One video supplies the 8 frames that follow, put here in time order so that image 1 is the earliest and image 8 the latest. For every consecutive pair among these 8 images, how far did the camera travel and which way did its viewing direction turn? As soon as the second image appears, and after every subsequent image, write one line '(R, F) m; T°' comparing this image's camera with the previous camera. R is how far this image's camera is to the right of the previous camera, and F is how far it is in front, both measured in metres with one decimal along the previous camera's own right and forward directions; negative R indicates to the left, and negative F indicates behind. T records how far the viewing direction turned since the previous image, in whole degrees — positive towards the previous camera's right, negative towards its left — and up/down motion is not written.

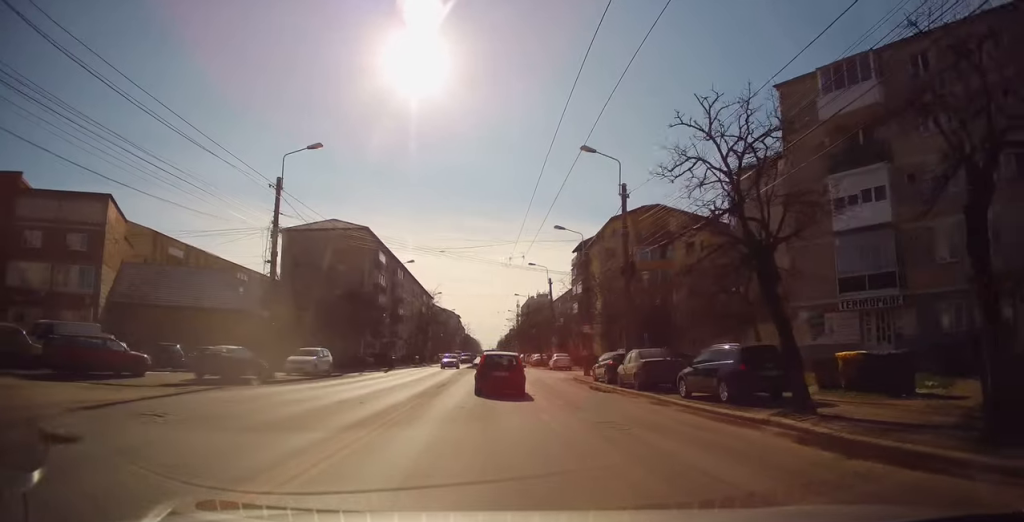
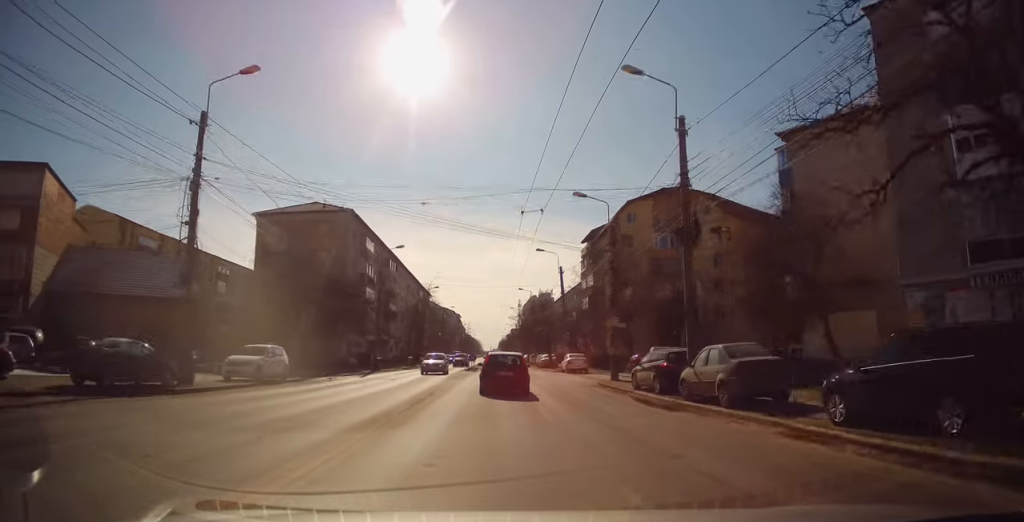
(0.0, +7.7) m; +1°
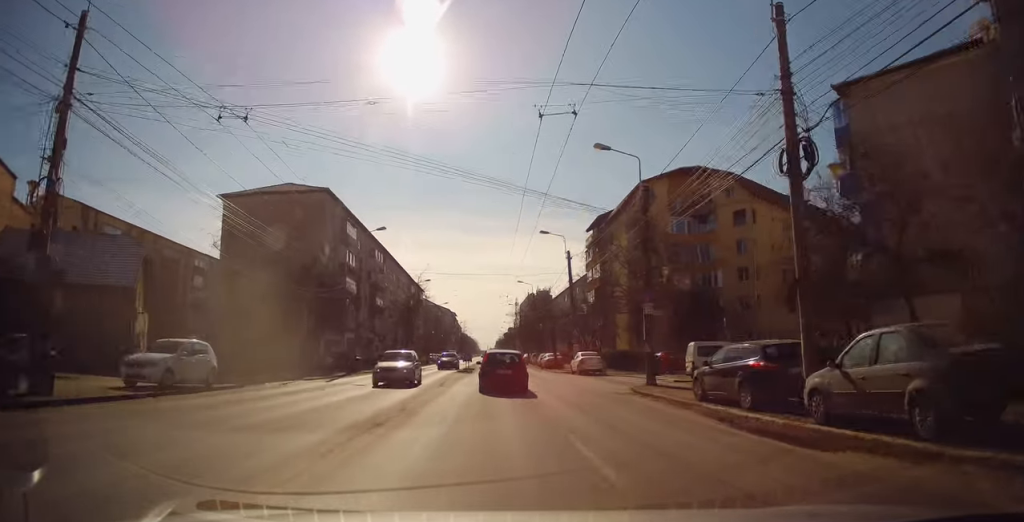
(+0.3, +7.0) m; 0°
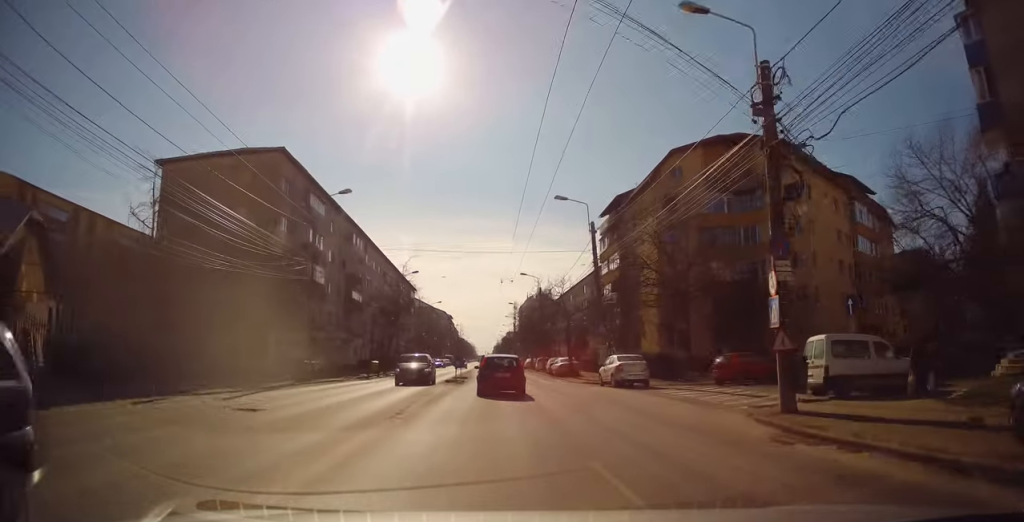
(-0.2, +10.5) m; -1°
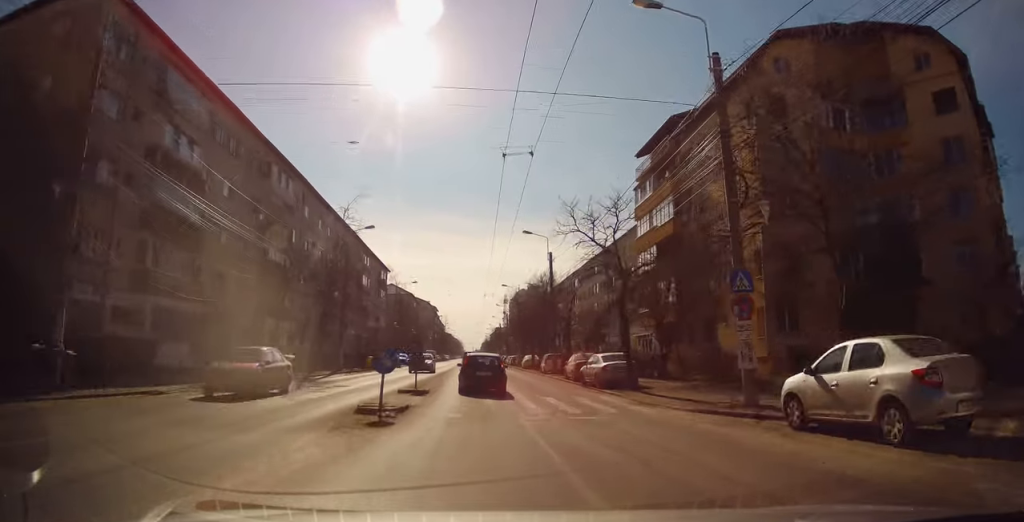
(0.0, +18.7) m; +1°
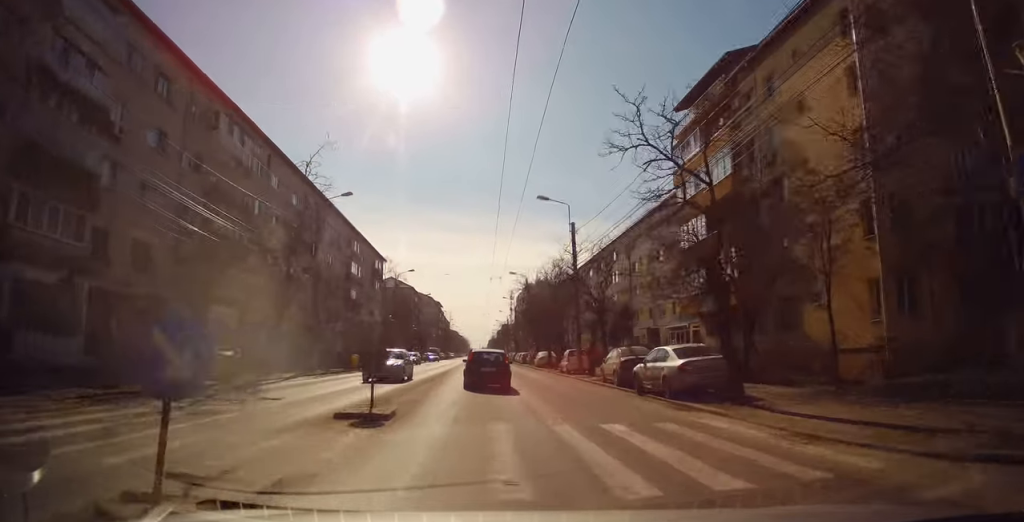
(+0.2, +8.3) m; 0°
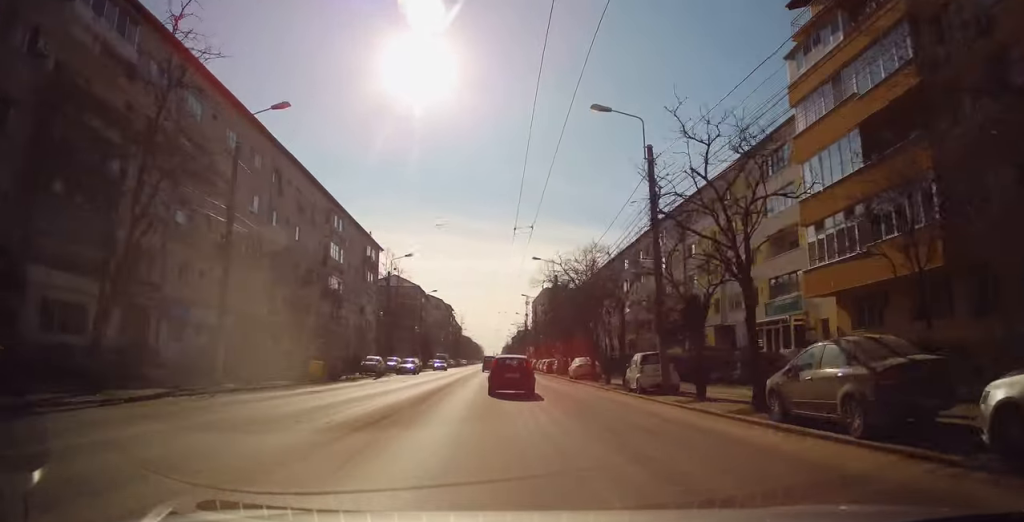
(-0.4, +13.4) m; -2°
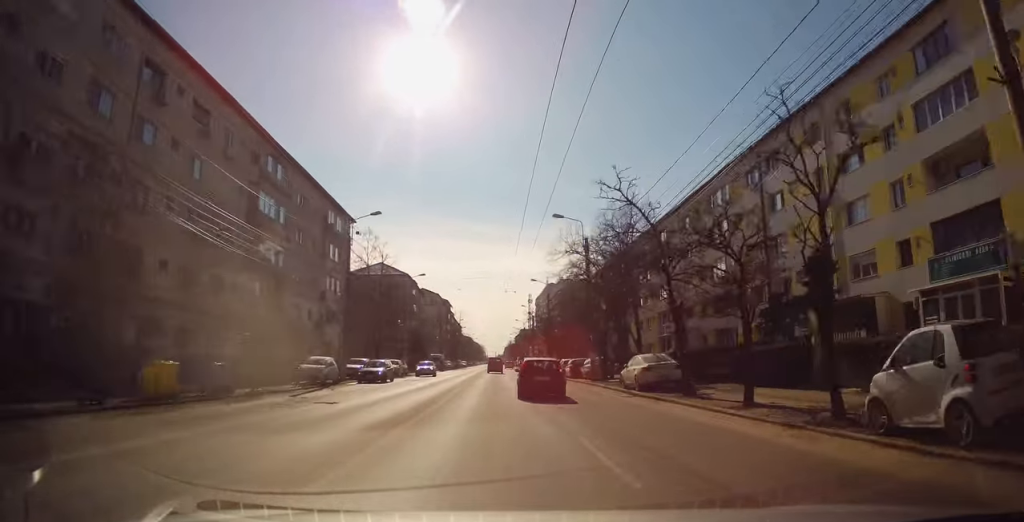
(0.0, +15.0) m; 0°
